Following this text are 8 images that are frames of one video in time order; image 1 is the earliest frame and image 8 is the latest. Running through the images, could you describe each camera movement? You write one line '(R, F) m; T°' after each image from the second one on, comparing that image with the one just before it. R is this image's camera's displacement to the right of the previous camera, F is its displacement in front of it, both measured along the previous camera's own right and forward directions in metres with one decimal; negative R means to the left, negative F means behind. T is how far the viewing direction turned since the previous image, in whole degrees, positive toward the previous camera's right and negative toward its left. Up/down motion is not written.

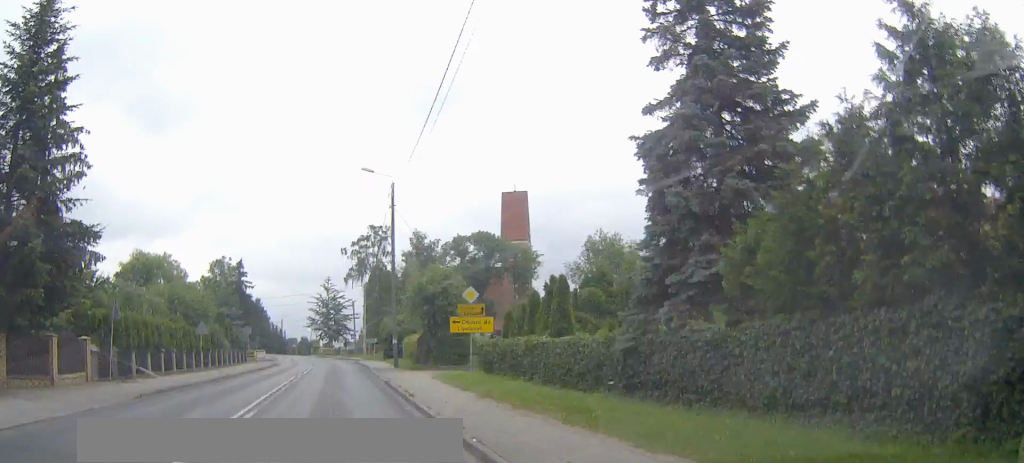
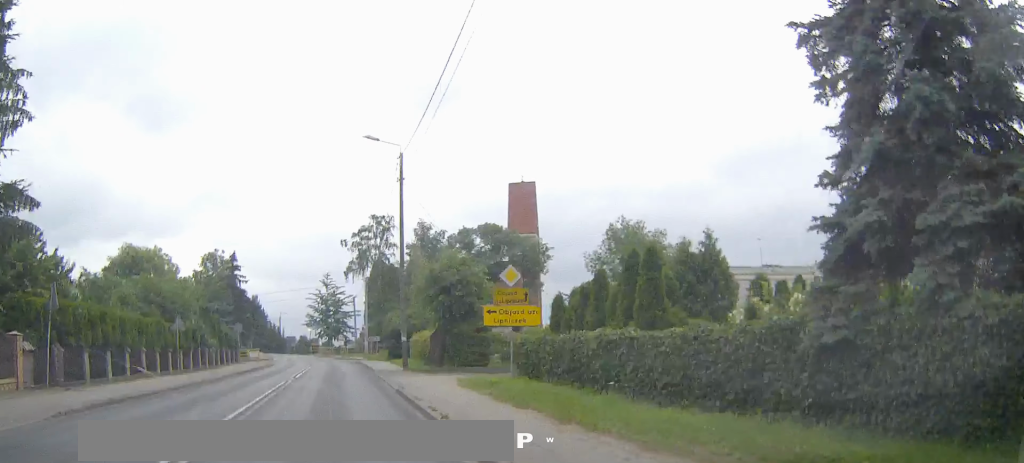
(0.0, +6.1) m; 0°
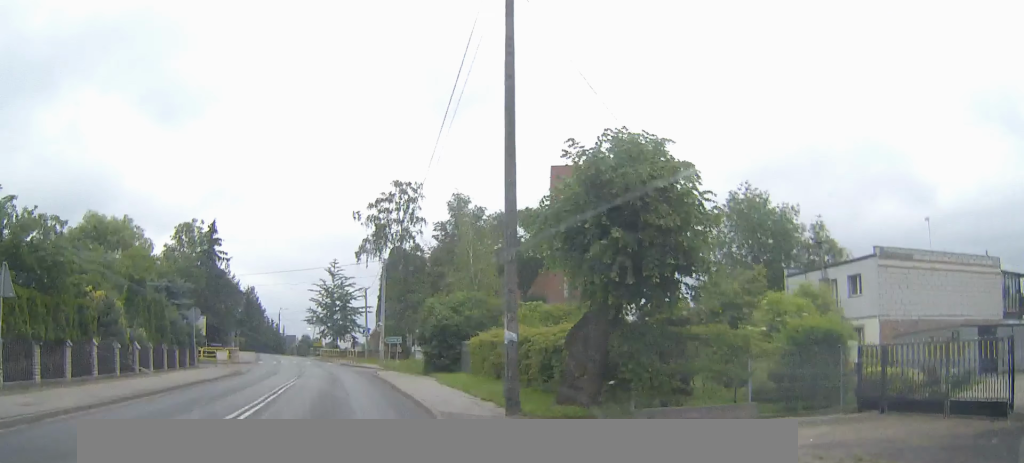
(+0.1, +19.9) m; 0°
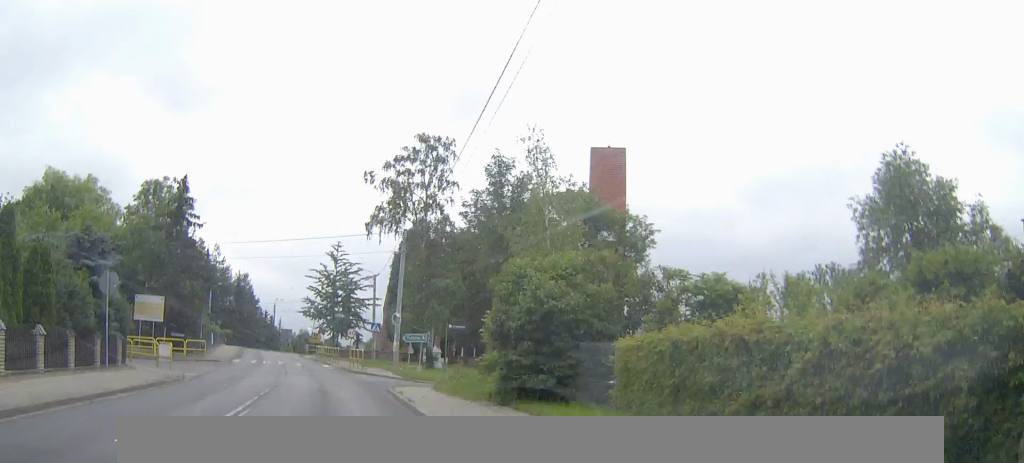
(-0.1, +15.3) m; -1°
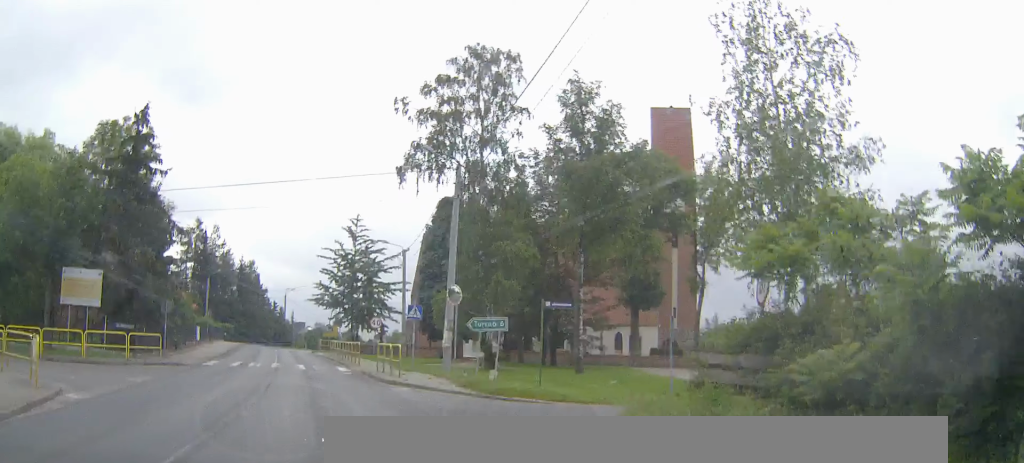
(0.0, +15.3) m; 0°
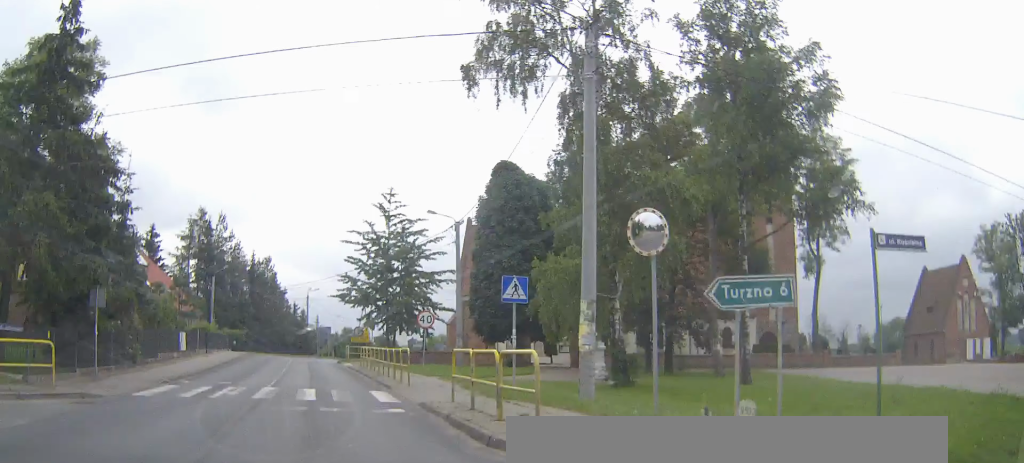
(-0.1, +14.3) m; -1°
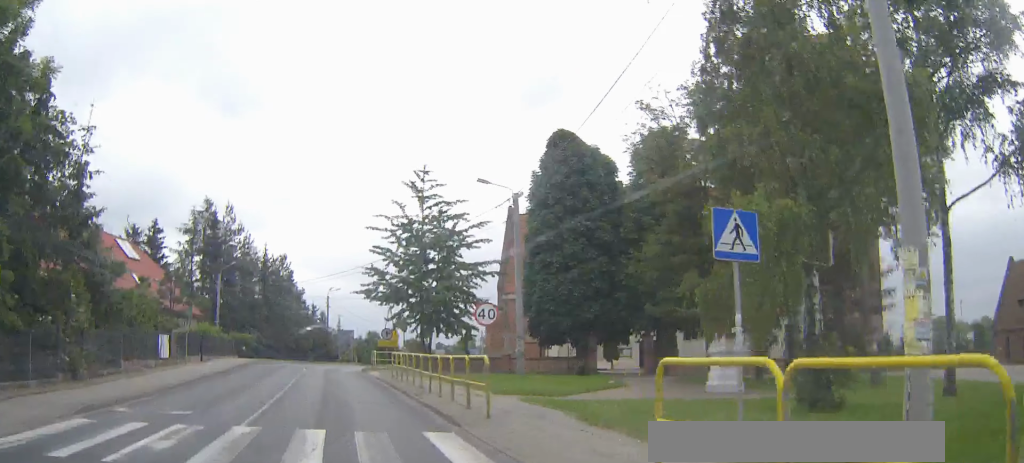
(-0.2, +9.4) m; -2°
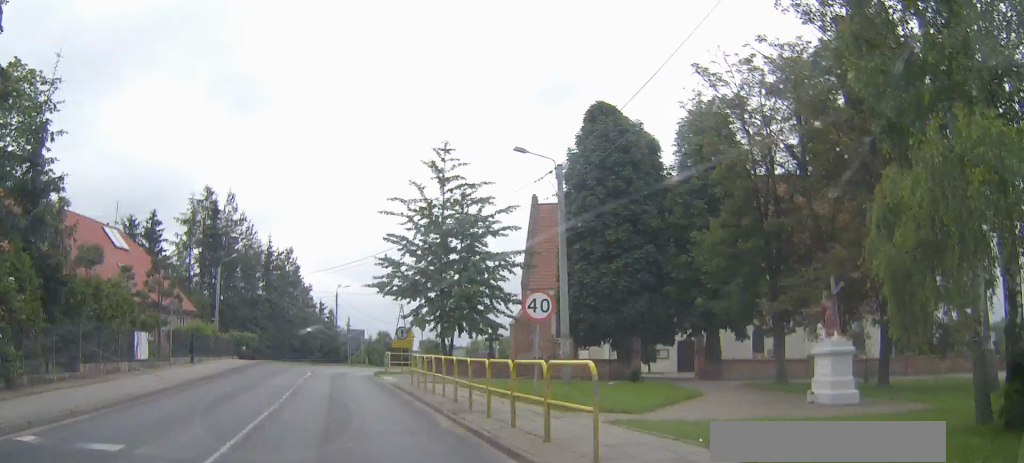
(0.0, +5.4) m; -1°
